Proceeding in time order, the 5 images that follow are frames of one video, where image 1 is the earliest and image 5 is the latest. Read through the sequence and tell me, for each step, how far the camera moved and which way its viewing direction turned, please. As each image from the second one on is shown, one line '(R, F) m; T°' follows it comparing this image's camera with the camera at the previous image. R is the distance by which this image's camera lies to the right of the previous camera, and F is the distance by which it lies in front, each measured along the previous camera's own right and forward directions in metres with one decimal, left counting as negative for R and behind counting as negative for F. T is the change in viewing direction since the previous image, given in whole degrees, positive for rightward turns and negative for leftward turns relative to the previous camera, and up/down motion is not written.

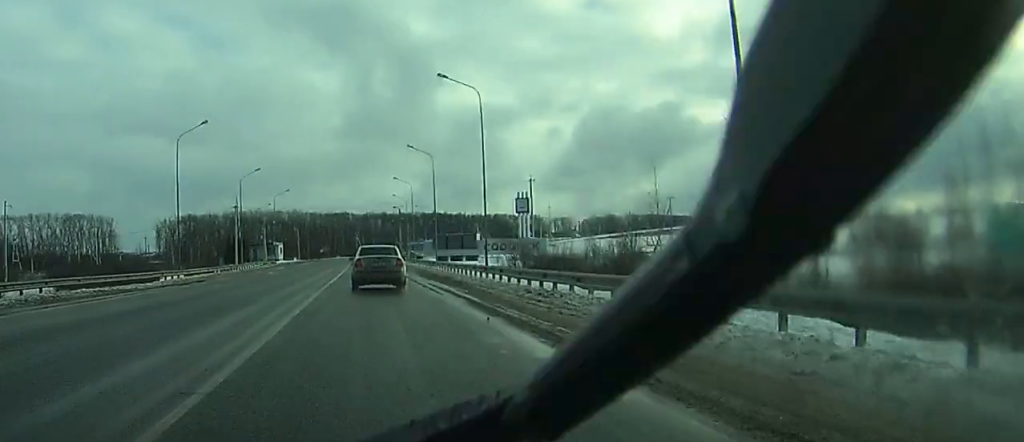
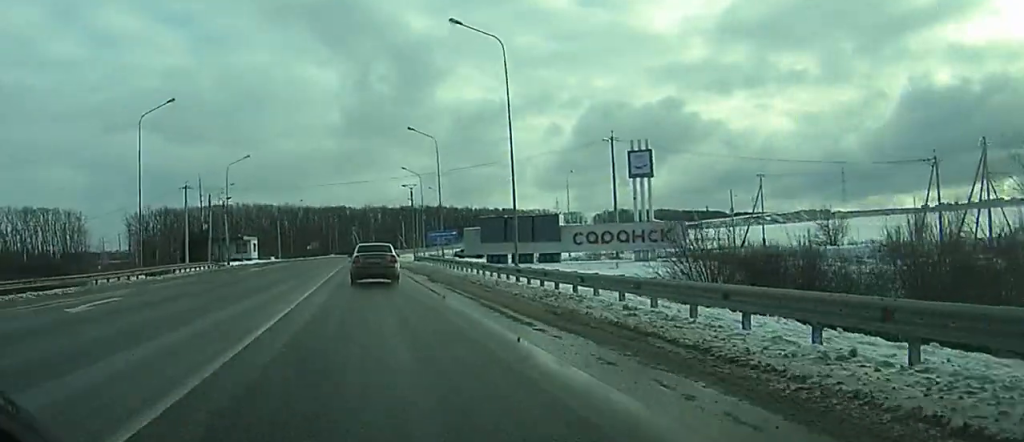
(-1.0, +45.8) m; -1°
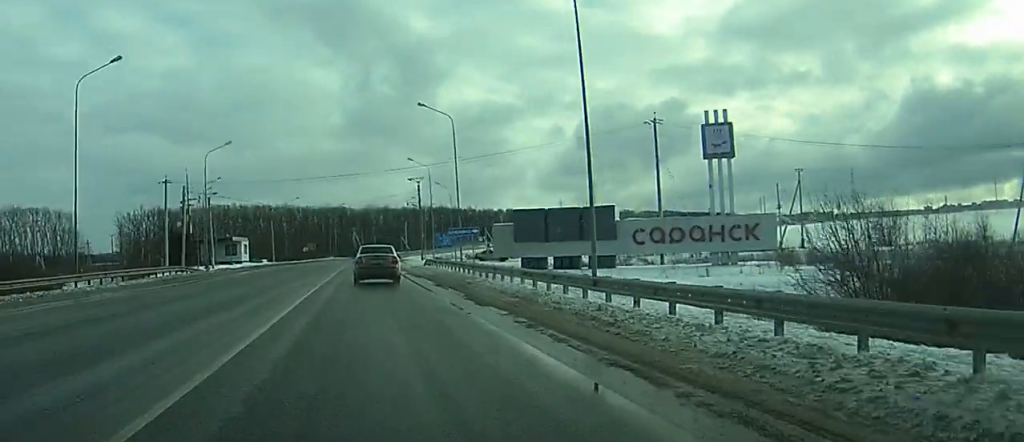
(+0.1, +13.2) m; +1°
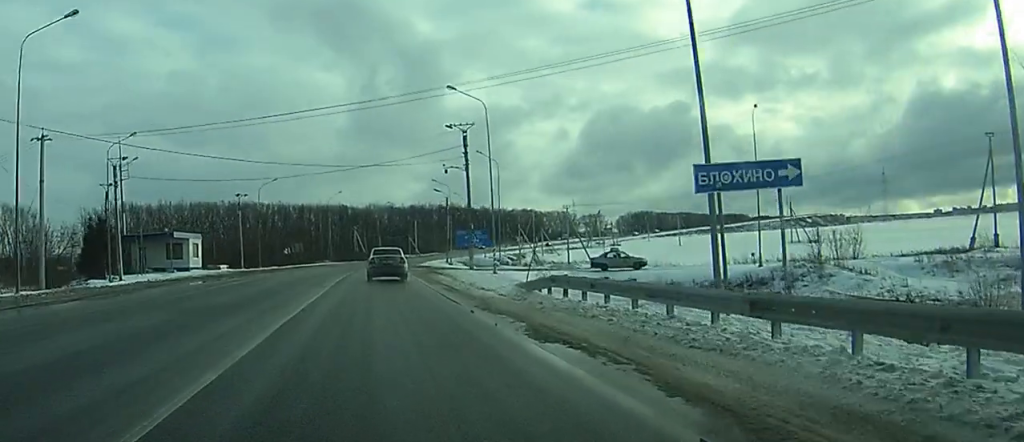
(+0.1, +43.9) m; -1°
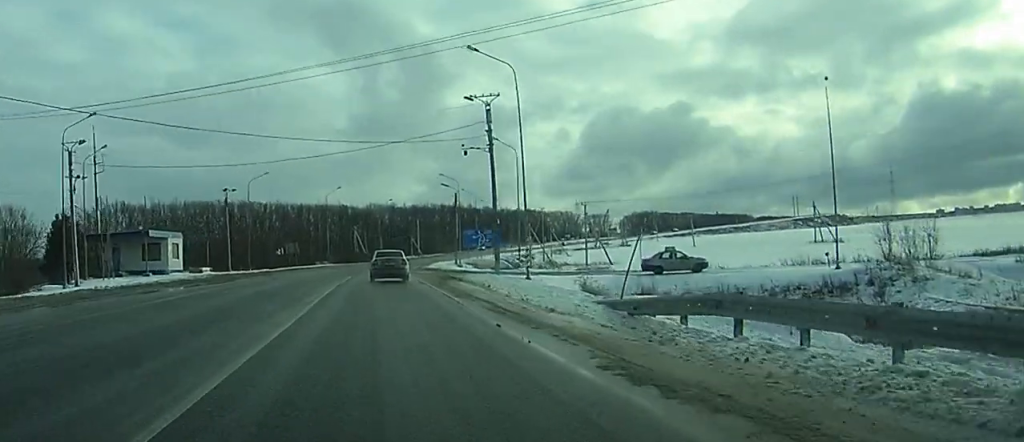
(-0.1, +10.6) m; 0°
